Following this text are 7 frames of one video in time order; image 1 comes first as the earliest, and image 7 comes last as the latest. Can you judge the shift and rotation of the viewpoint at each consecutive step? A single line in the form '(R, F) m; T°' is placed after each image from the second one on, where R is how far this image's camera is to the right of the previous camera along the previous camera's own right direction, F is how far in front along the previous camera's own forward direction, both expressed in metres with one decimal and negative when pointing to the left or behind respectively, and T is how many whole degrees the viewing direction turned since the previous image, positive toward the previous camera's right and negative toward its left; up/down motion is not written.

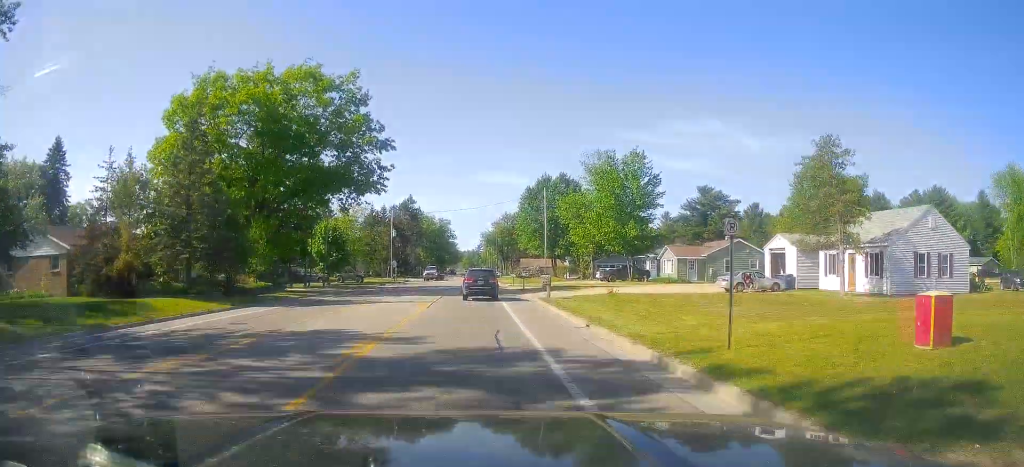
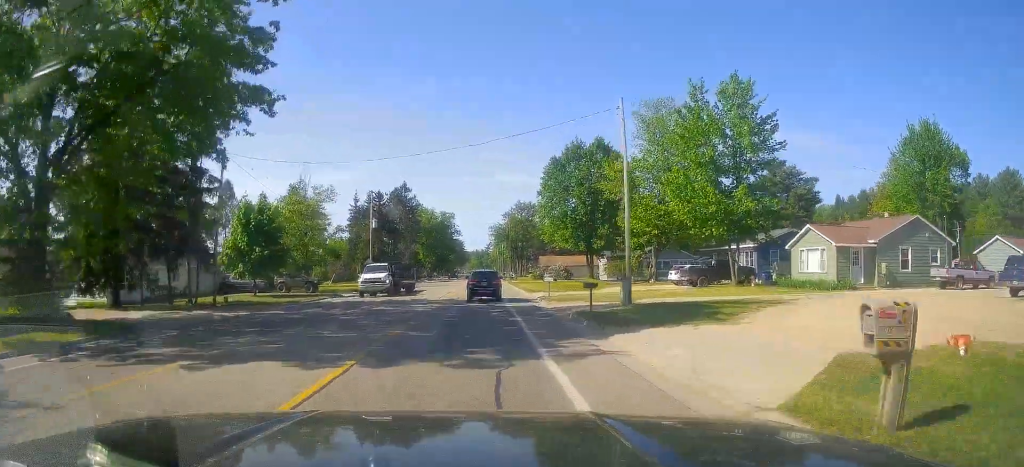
(-0.6, +26.4) m; -1°
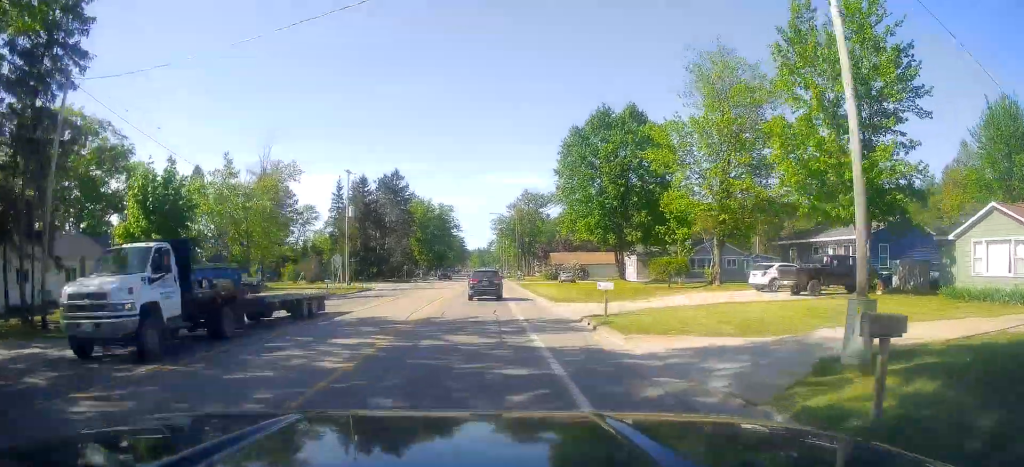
(0.0, +15.0) m; 0°
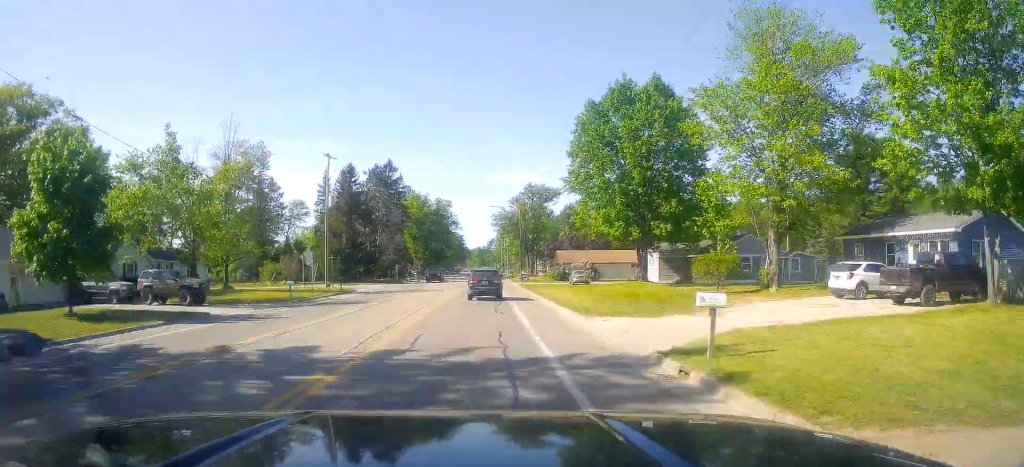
(0.0, +8.5) m; 0°
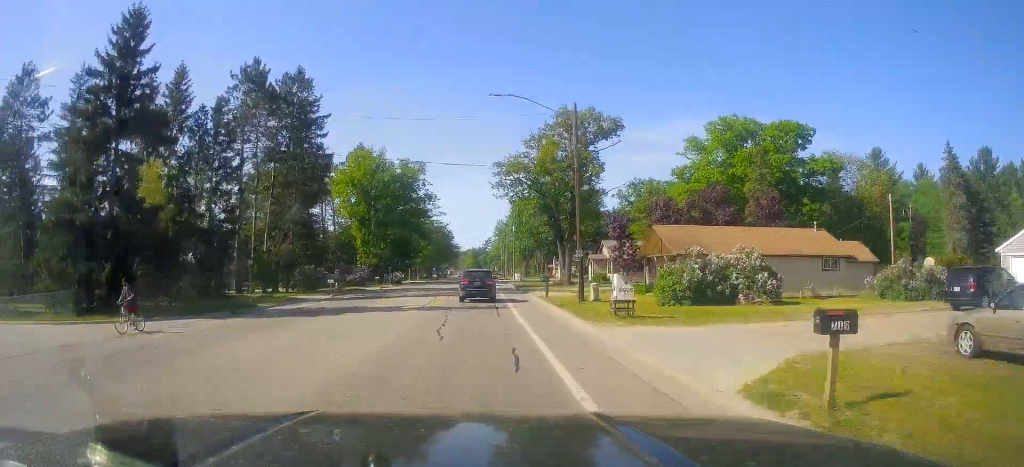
(0.0, +52.0) m; 0°
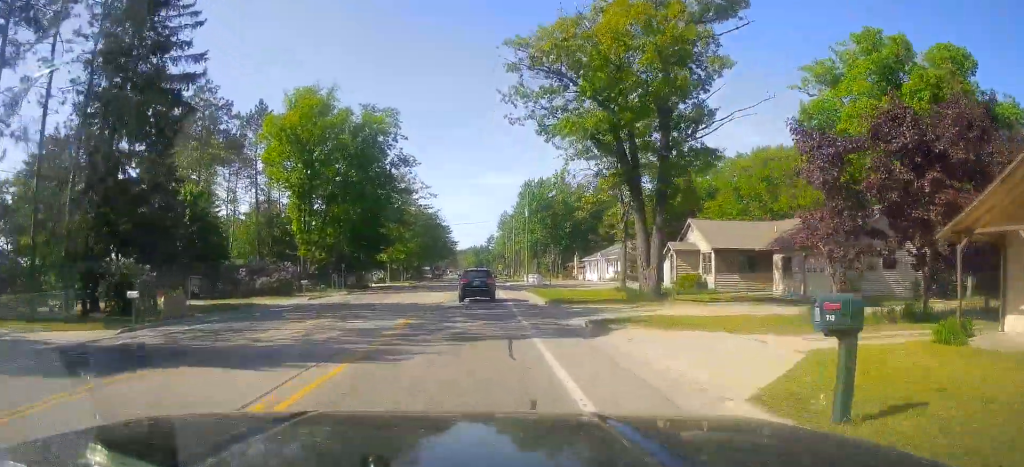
(0.0, +28.9) m; 0°
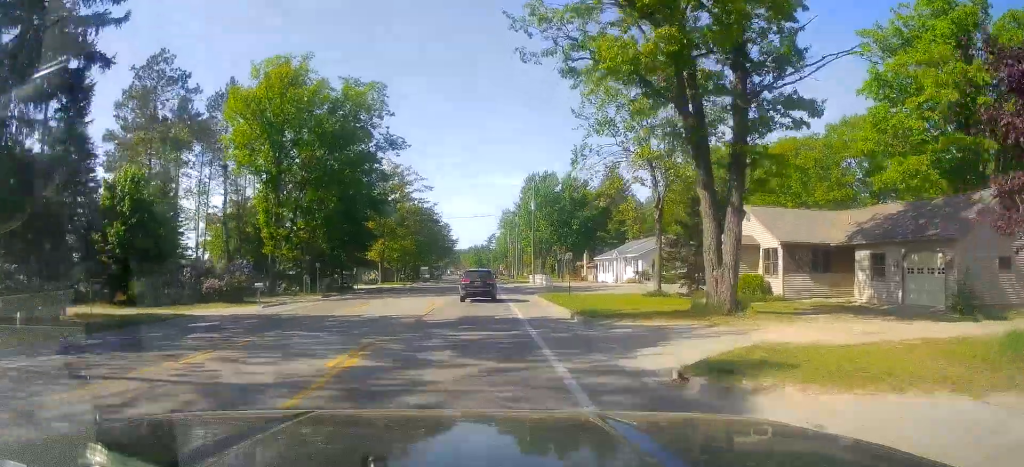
(0.0, +8.7) m; 0°
